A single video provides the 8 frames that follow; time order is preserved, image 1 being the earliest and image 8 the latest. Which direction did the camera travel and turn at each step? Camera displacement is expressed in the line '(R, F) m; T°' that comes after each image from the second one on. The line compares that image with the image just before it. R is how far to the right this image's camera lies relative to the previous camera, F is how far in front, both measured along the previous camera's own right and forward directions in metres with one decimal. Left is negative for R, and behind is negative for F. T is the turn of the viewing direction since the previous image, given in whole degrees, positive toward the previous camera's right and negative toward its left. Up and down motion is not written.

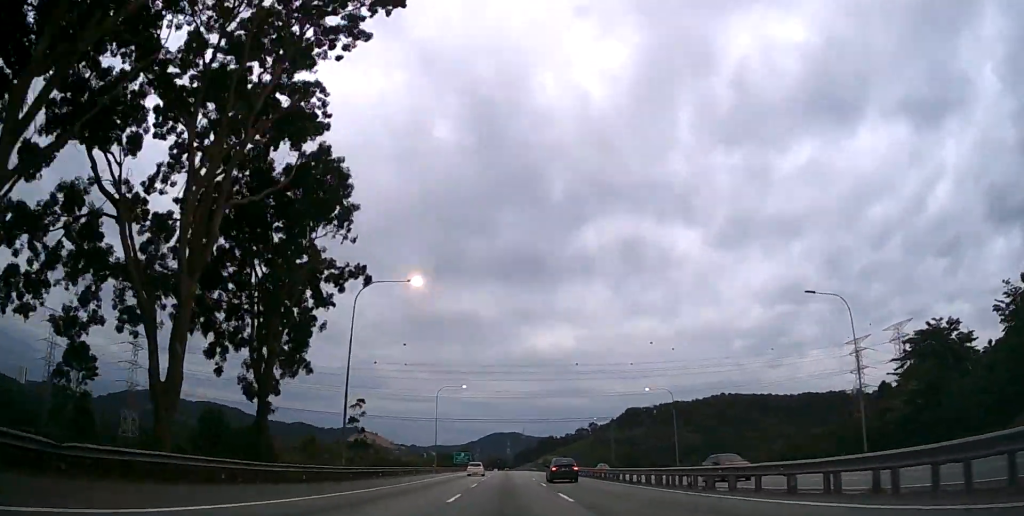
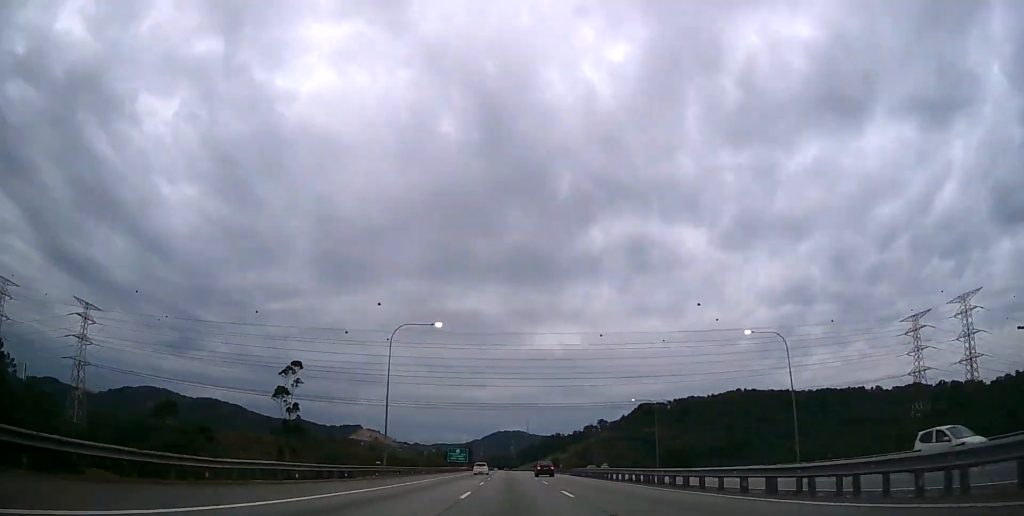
(-0.2, +33.7) m; 0°
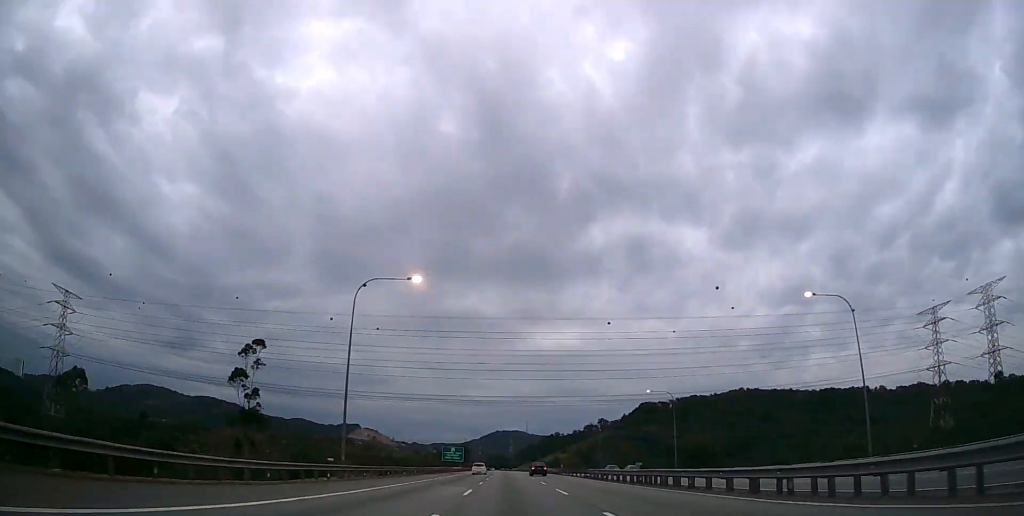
(0.0, +10.9) m; 0°
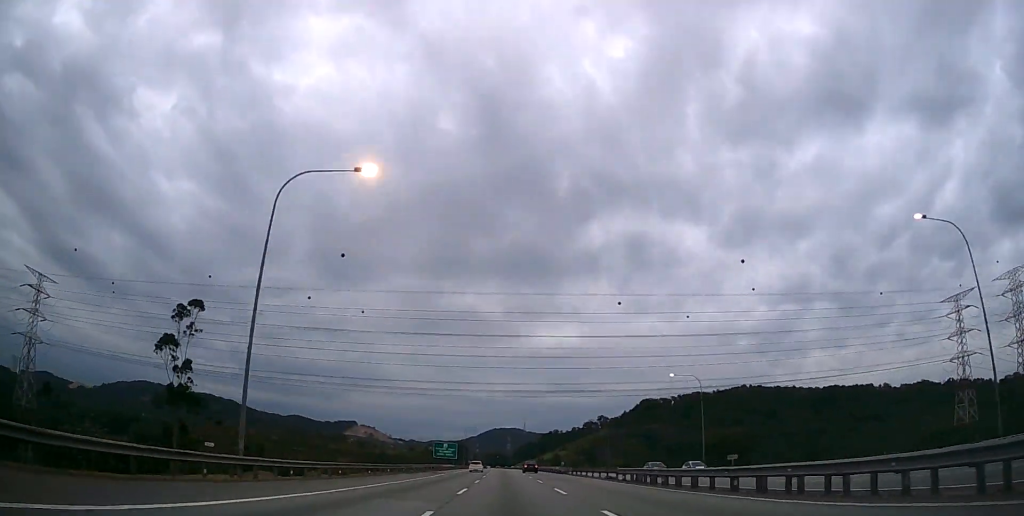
(0.0, +12.8) m; 0°
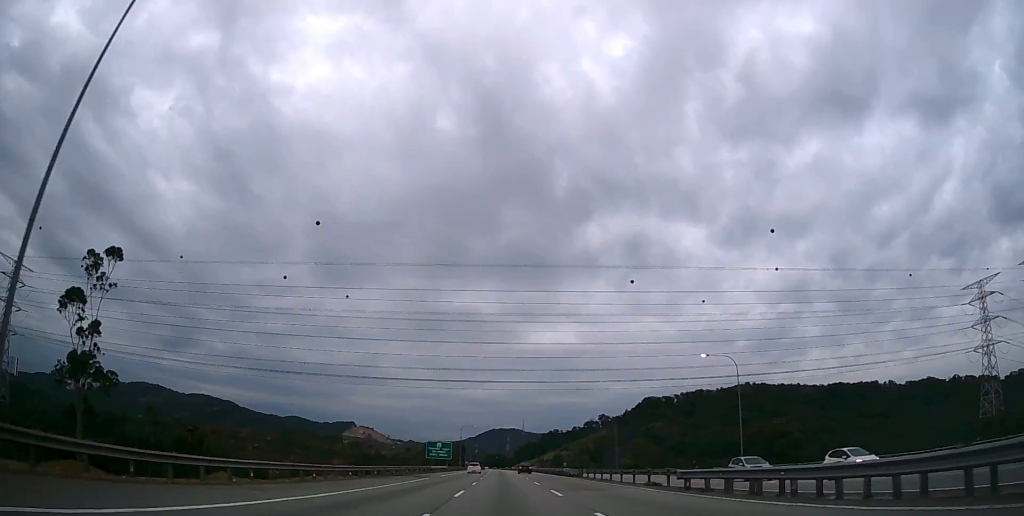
(0.0, +11.8) m; 0°
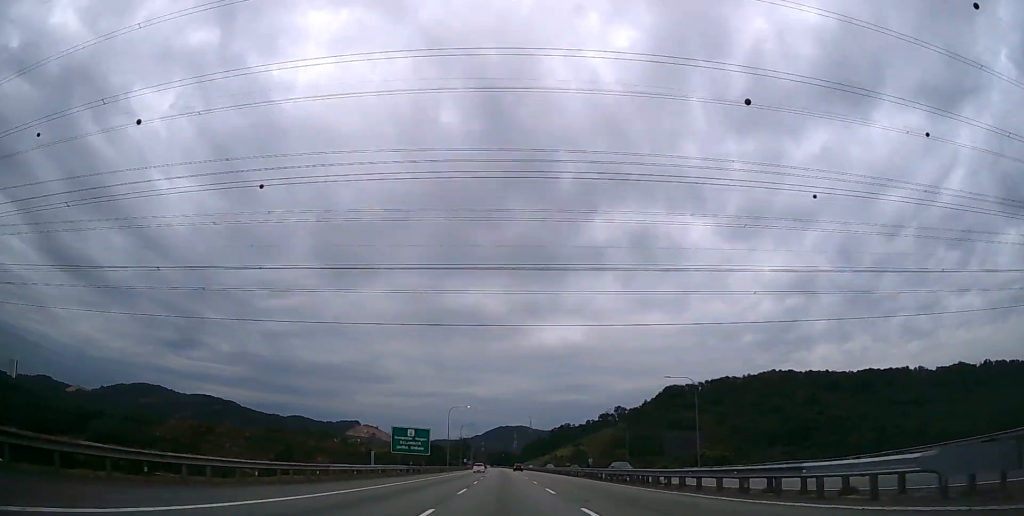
(-0.2, +46.4) m; 0°
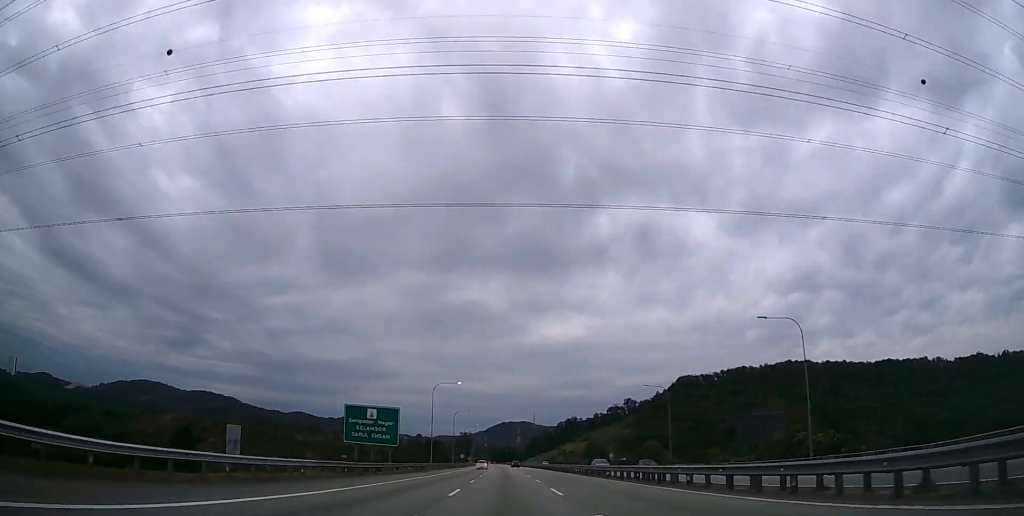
(-0.1, +26.7) m; 0°
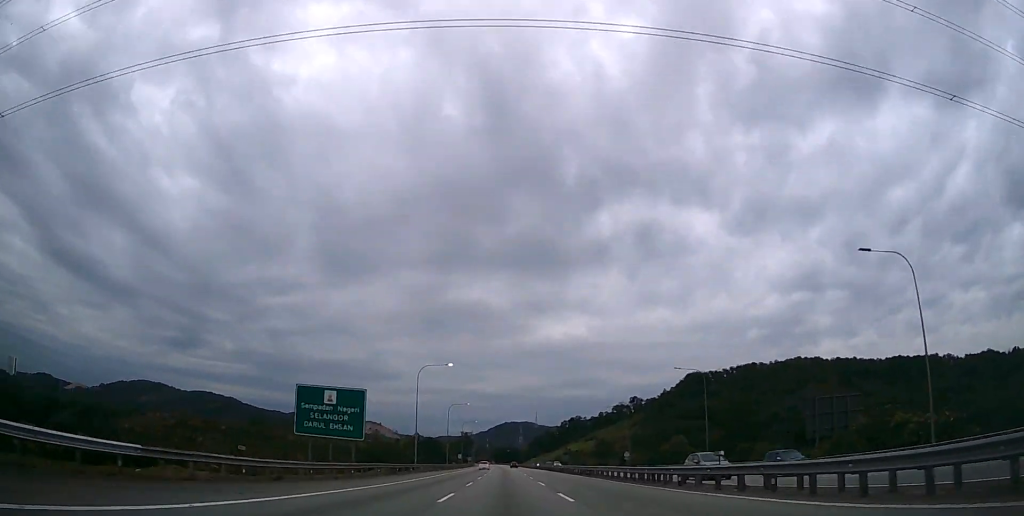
(0.0, +14.9) m; 0°
